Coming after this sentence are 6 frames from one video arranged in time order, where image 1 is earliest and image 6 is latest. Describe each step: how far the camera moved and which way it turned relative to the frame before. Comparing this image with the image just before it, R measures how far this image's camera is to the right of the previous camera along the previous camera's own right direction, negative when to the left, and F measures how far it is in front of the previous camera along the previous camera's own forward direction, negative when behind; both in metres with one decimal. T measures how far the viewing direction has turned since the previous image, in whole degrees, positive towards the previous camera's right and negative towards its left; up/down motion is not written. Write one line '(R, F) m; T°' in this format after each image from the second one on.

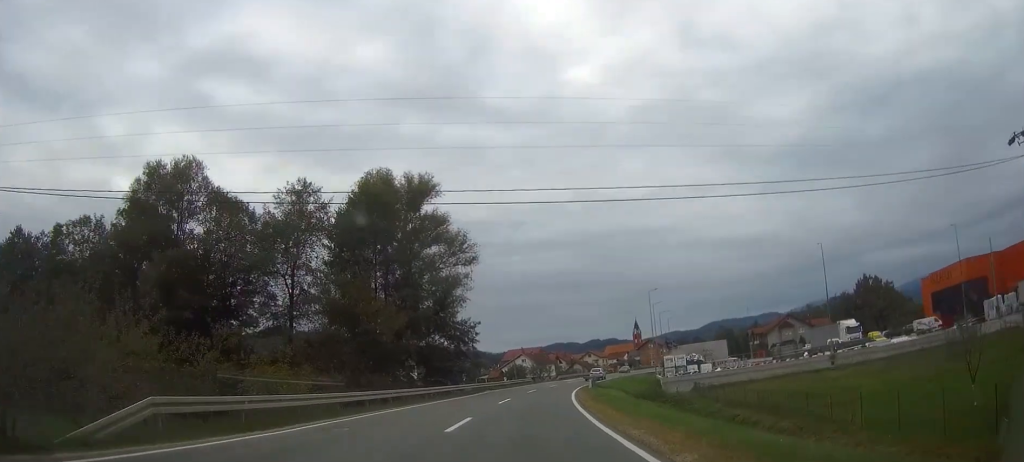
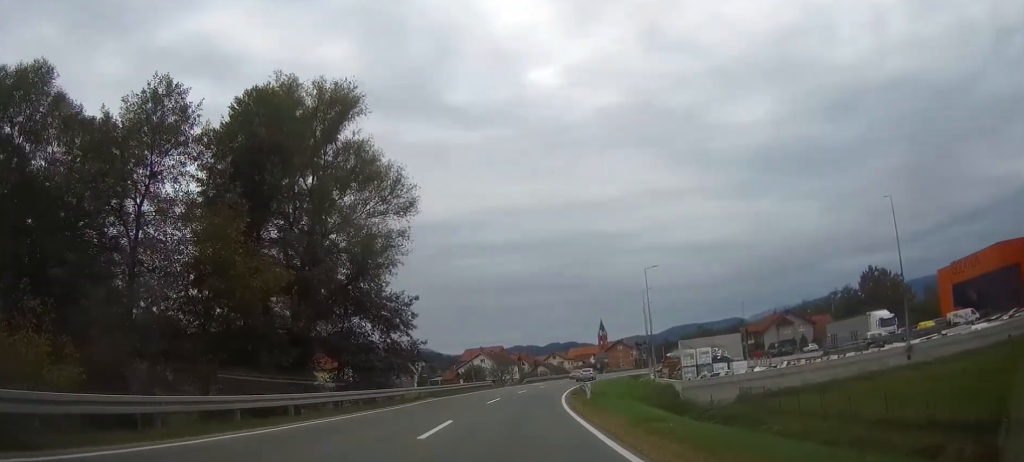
(+0.6, +19.3) m; +3°
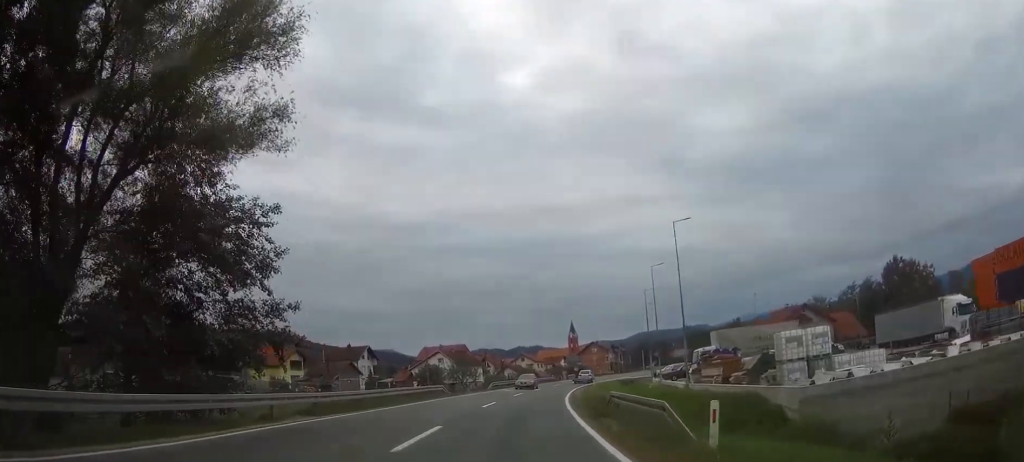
(+0.6, +21.6) m; +3°
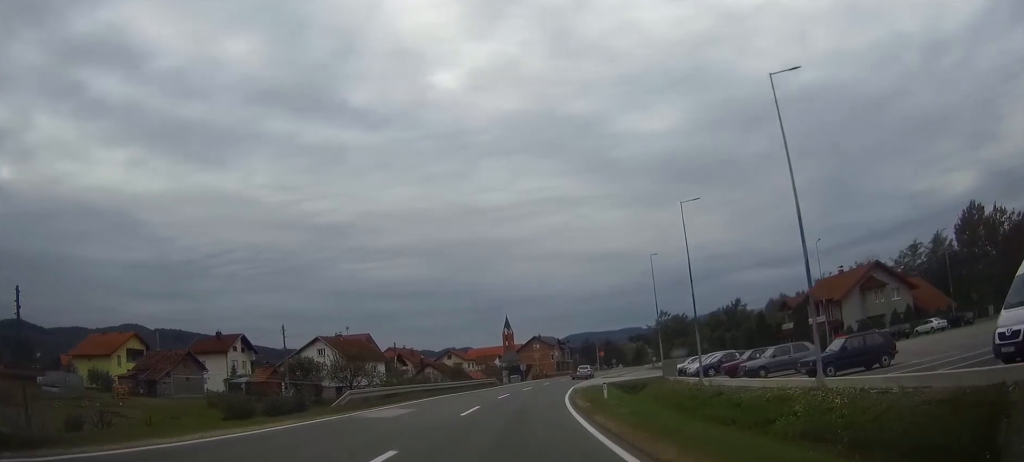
(+1.8, +40.7) m; +6°
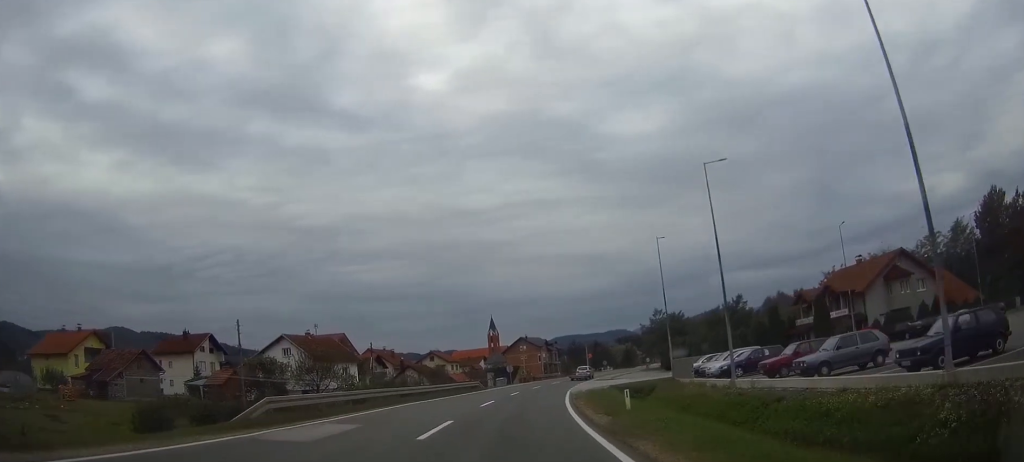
(+0.1, +7.9) m; +1°
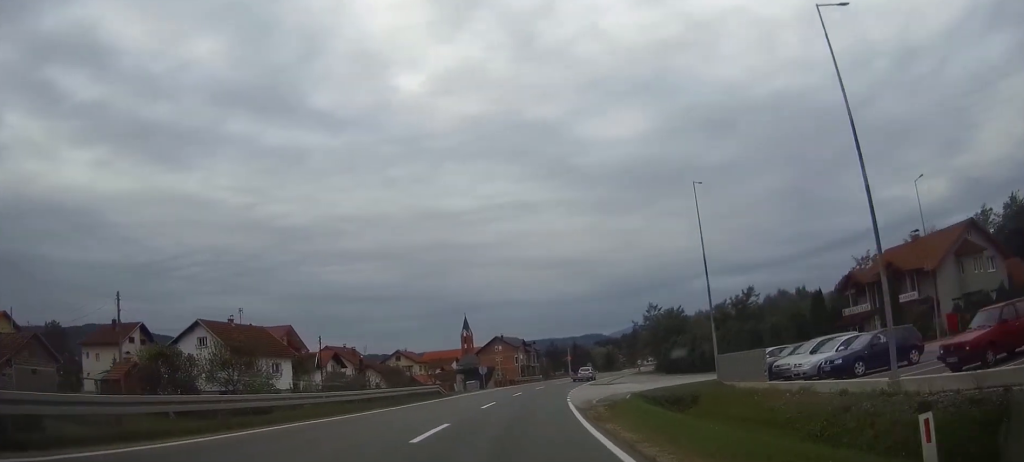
(+0.4, +15.7) m; +2°
